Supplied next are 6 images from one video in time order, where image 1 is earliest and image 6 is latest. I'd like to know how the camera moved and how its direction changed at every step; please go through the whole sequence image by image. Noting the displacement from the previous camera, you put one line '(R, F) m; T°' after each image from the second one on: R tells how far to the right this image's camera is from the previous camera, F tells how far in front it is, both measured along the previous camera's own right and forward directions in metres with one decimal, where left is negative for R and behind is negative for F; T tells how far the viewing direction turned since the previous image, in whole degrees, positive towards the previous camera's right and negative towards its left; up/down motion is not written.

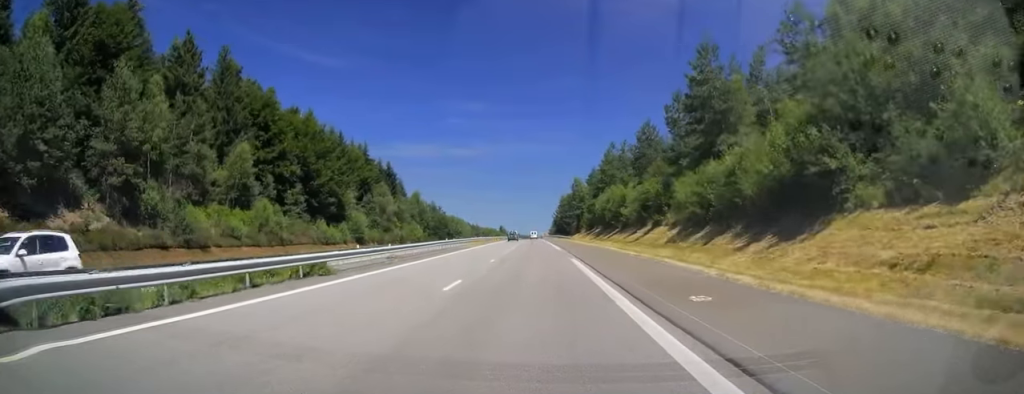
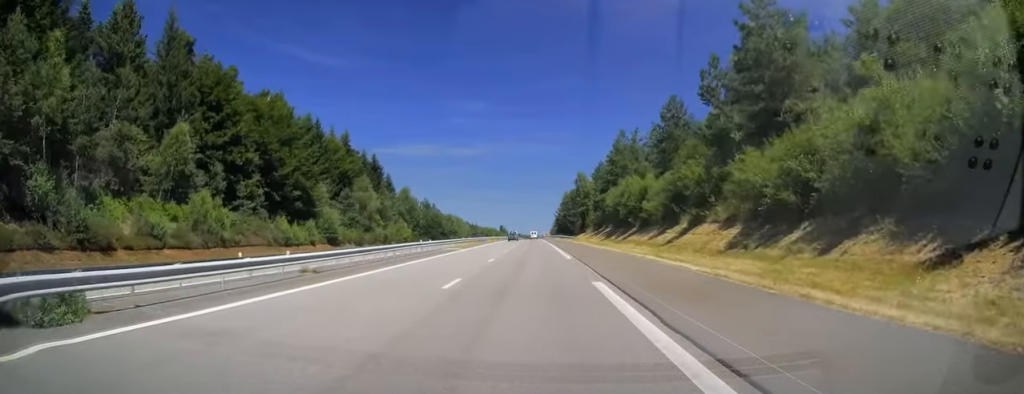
(+0.2, +12.8) m; 0°
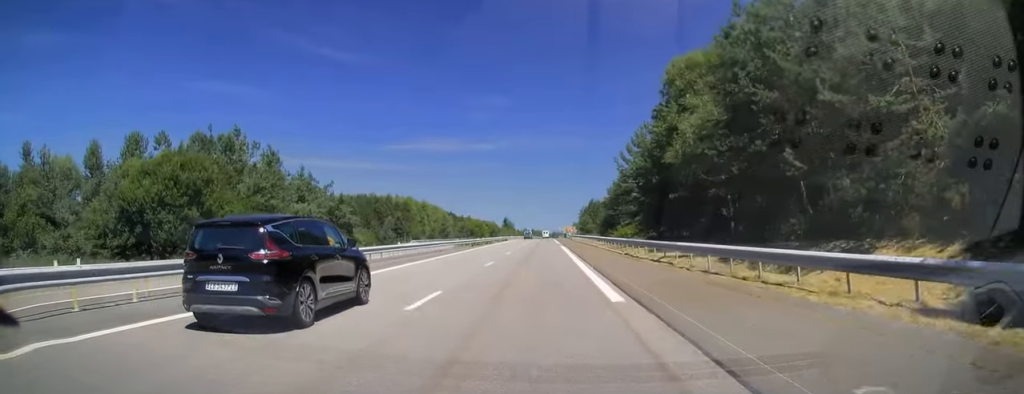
(-2.6, +121.1) m; -2°
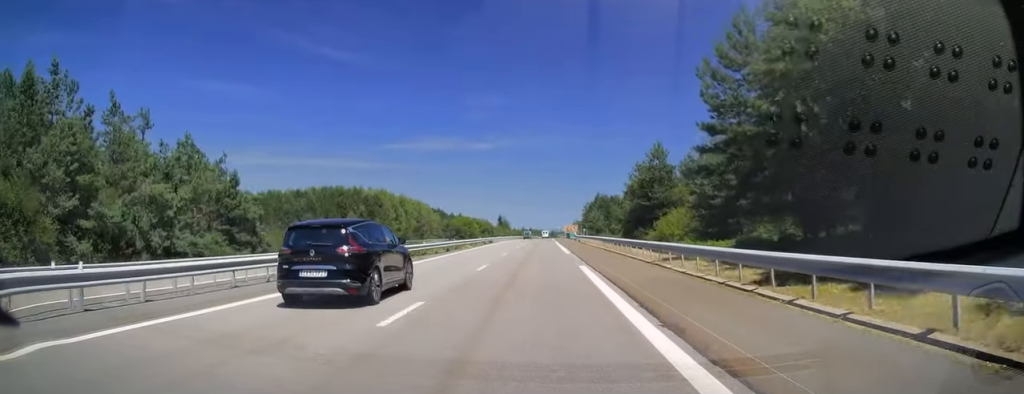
(+0.3, +28.1) m; +1°
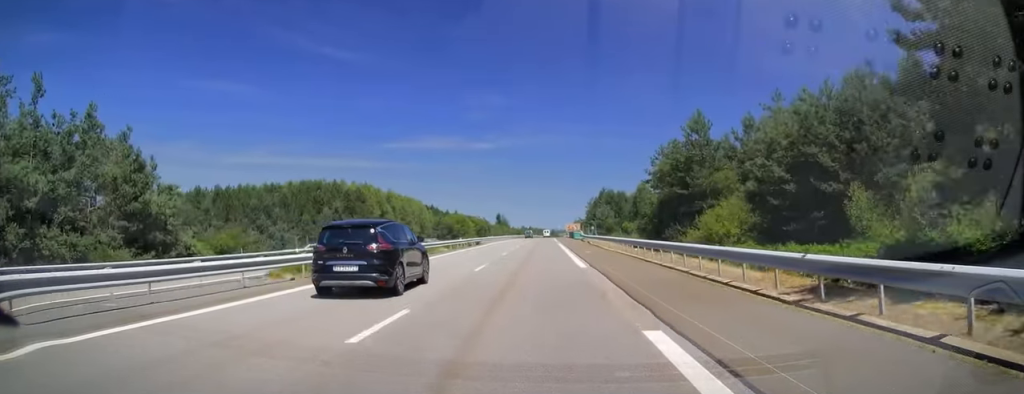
(0.0, +14.3) m; 0°
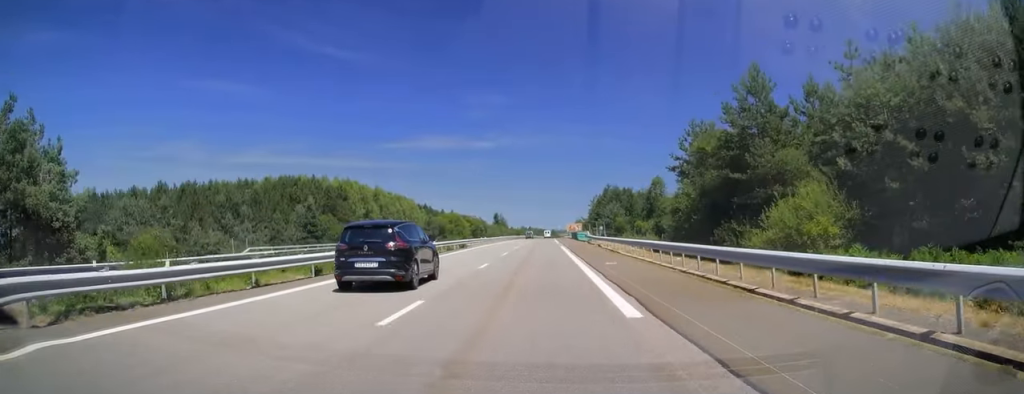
(0.0, +11.8) m; 0°
